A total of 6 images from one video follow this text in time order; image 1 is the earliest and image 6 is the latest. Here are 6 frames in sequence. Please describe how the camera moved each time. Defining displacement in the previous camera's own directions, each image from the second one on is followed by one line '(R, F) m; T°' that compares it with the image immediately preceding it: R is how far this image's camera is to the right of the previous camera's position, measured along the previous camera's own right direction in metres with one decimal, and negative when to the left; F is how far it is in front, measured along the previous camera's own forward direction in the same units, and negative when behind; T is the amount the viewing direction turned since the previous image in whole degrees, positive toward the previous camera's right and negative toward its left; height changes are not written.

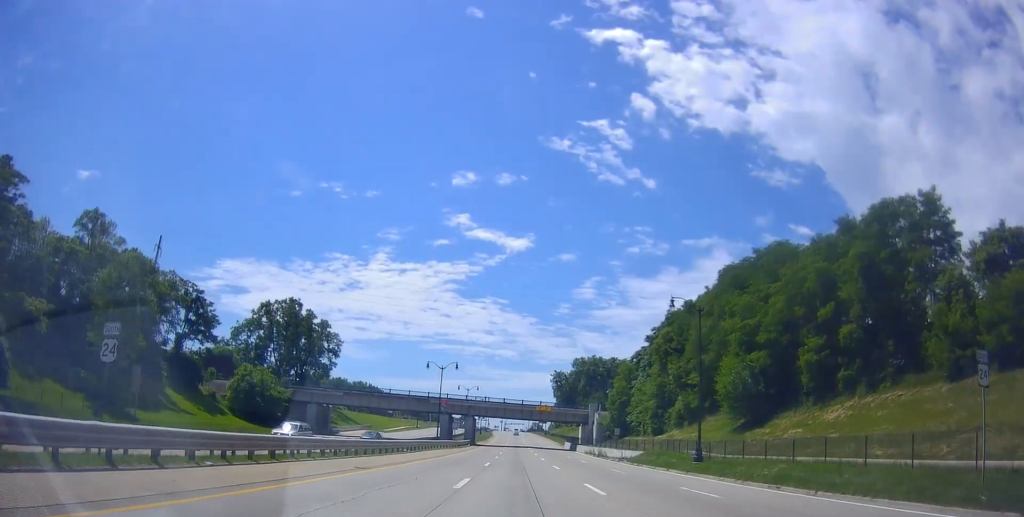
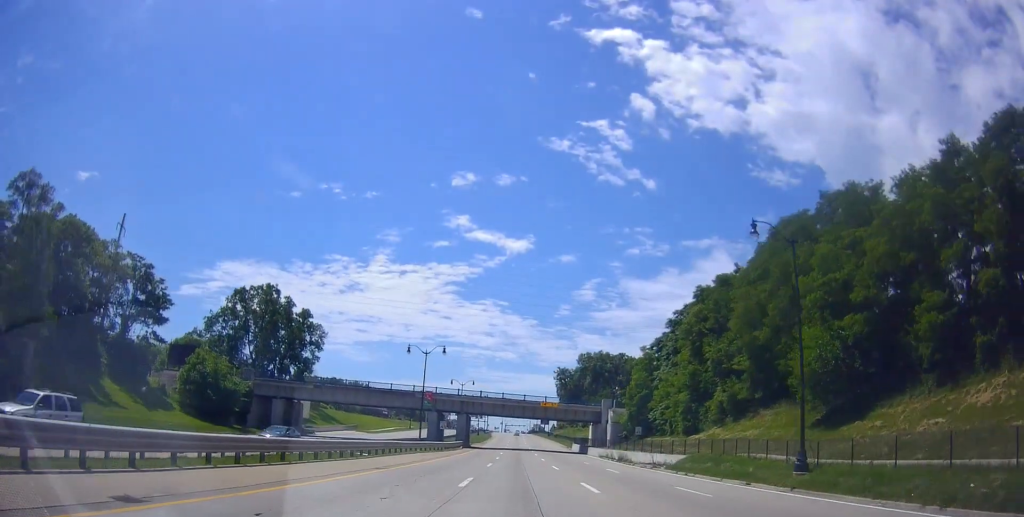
(-0.3, +14.4) m; -1°
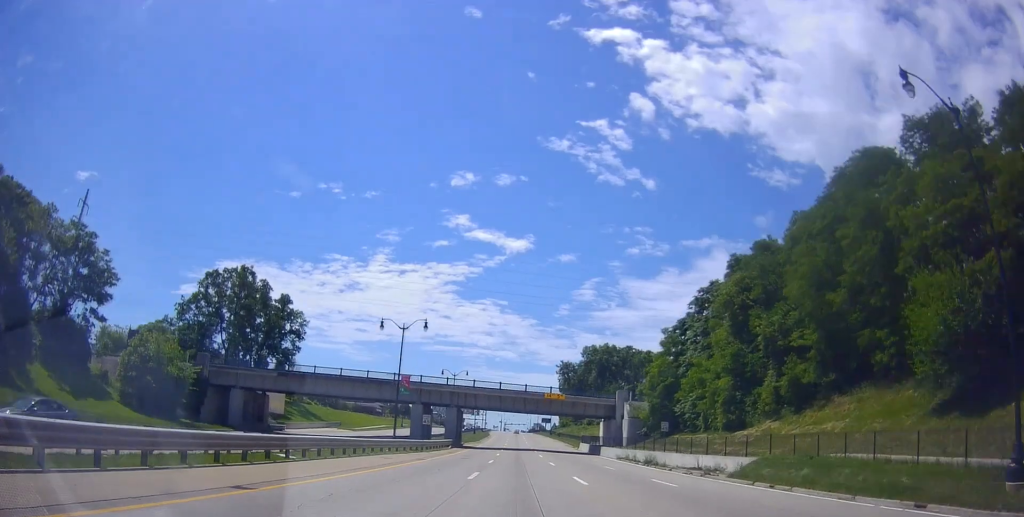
(-0.1, +12.9) m; 0°
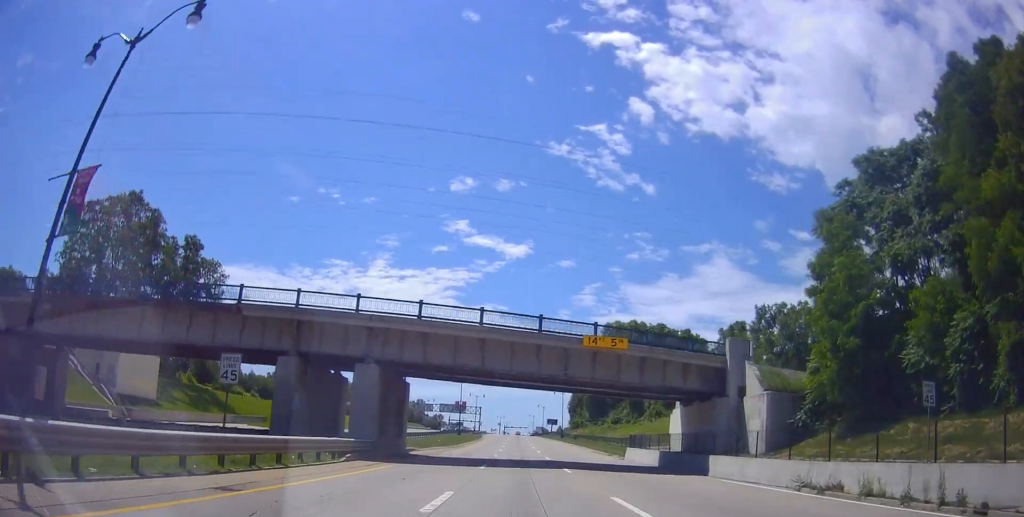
(+0.9, +40.2) m; +3°
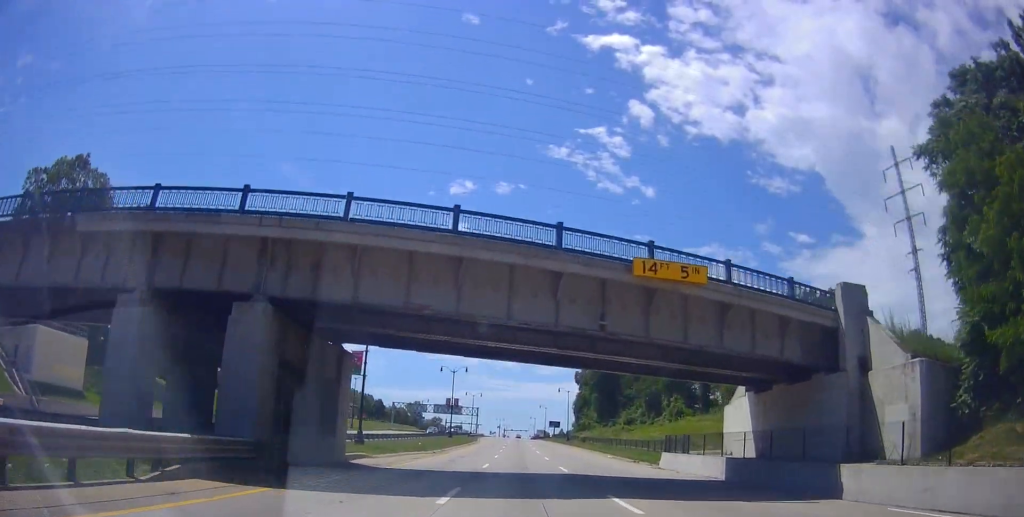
(+0.2, +14.1) m; +1°
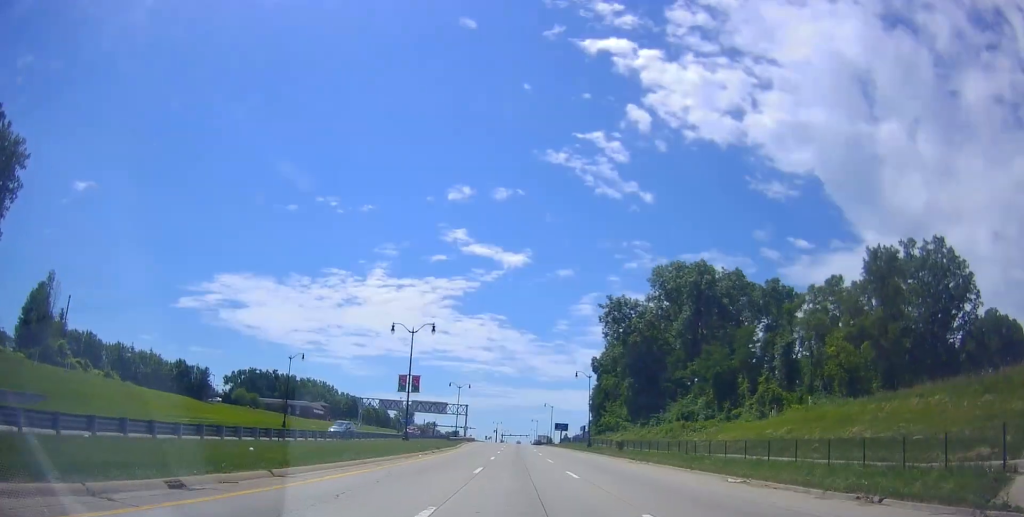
(-1.0, +36.9) m; -4°
